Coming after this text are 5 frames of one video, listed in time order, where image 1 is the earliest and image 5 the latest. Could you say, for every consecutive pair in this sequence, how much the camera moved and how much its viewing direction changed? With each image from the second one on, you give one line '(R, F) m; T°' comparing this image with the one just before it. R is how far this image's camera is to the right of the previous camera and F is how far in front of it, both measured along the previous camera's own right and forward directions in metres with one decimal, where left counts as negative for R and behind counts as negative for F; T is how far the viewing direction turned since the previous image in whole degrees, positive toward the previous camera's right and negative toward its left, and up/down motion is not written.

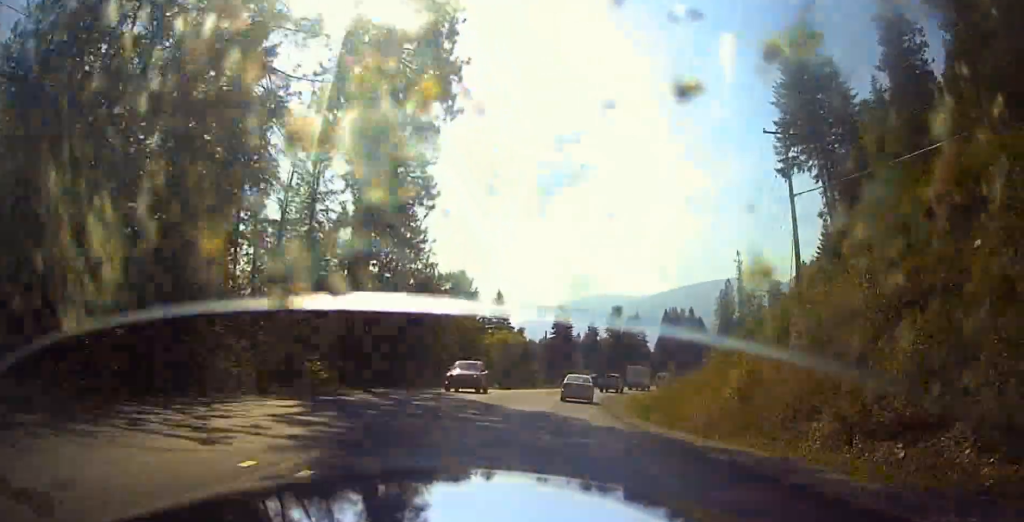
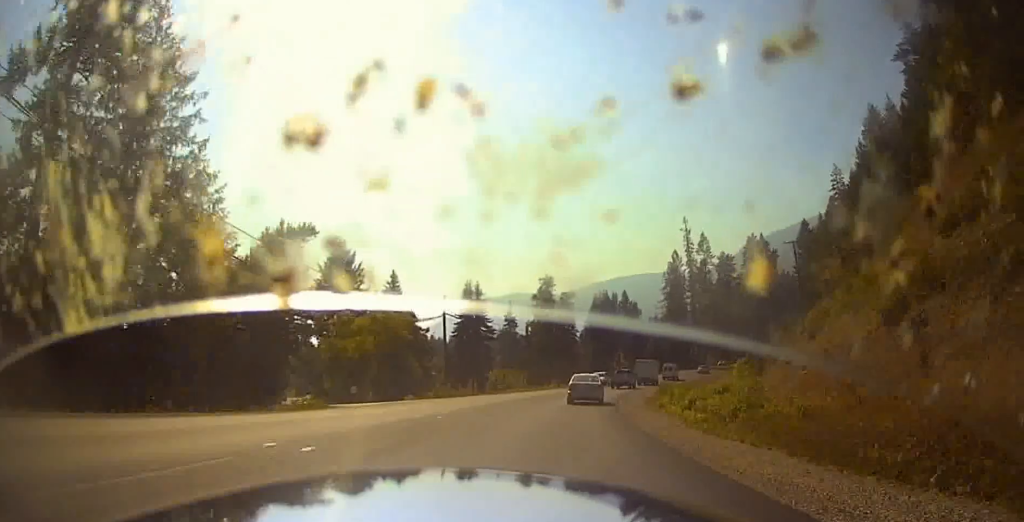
(+6.1, +37.9) m; +17°
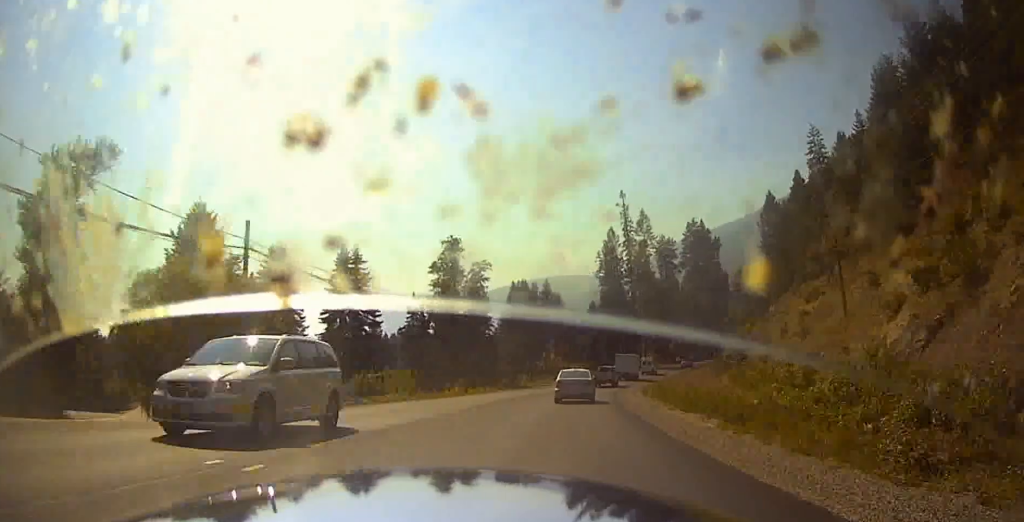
(+3.1, +27.8) m; +17°
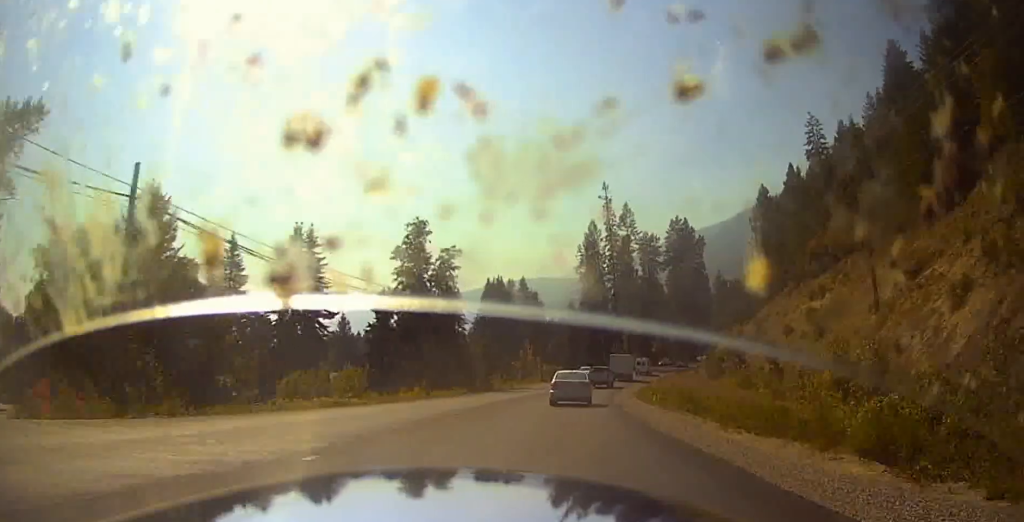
(+1.0, +8.1) m; +4°
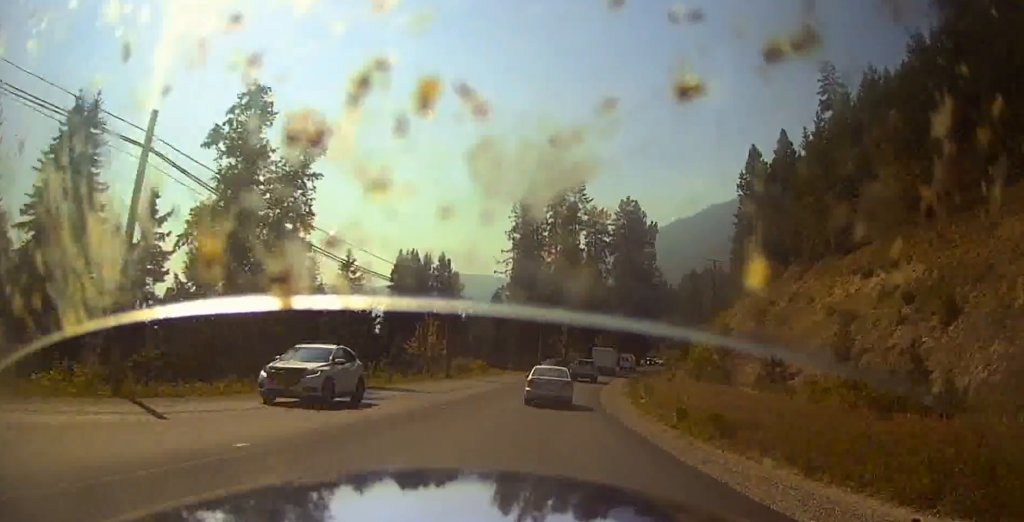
(-4.2, +27.4) m; -7°
